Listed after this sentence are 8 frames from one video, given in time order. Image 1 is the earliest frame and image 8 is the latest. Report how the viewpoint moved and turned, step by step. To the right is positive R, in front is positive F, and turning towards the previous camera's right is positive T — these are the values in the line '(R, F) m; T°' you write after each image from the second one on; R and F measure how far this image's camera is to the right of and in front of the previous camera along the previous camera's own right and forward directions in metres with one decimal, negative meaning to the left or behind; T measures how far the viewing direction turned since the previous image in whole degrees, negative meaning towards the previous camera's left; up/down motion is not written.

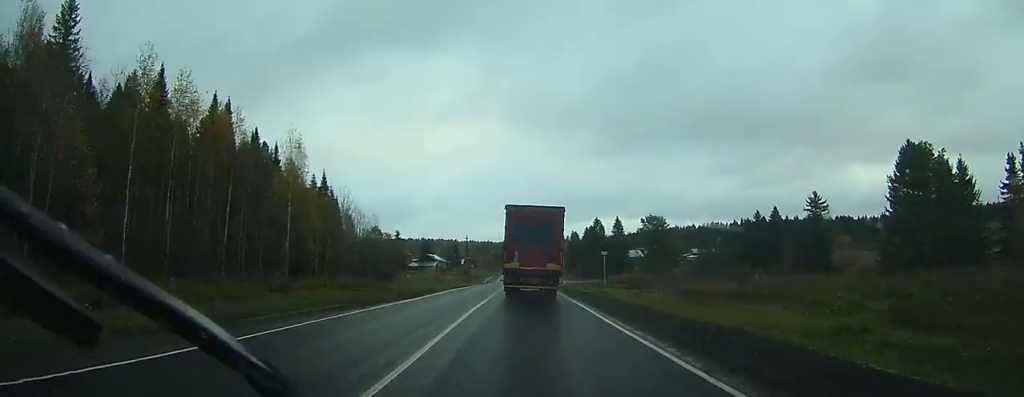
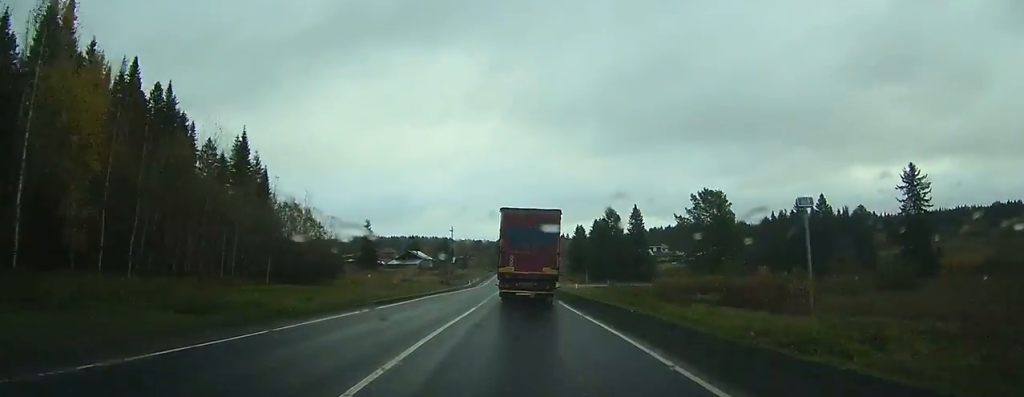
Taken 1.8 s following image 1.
(+0.1, +32.2) m; 0°
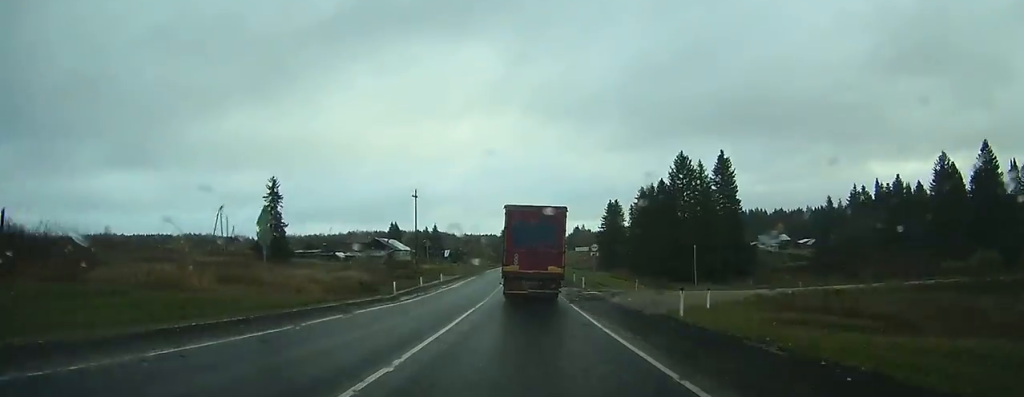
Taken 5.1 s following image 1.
(+0.2, +59.6) m; -1°
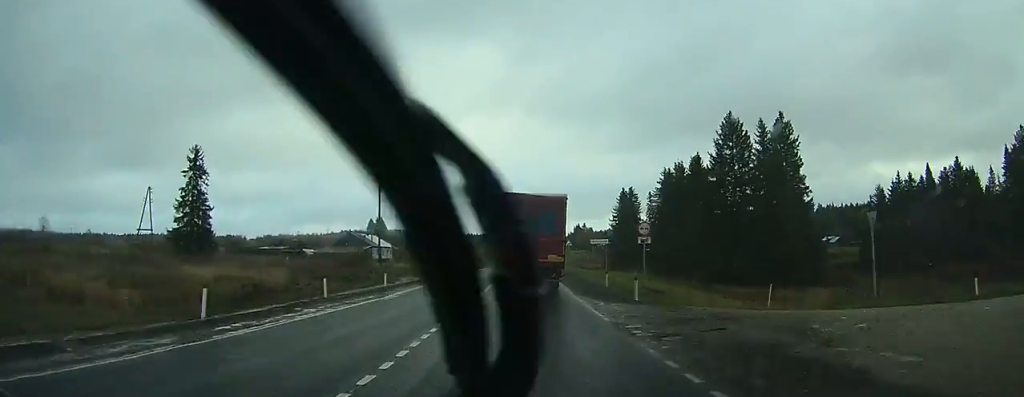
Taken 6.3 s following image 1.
(-0.2, +21.3) m; 0°
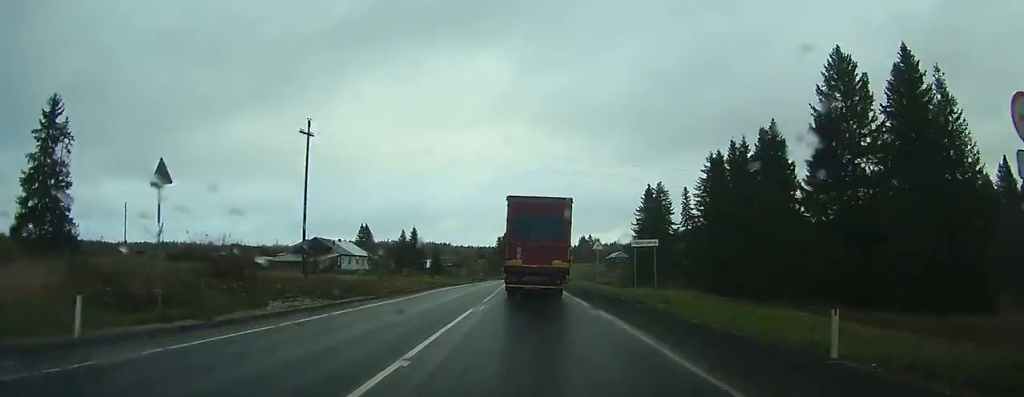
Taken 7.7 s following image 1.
(-0.1, +23.5) m; 0°
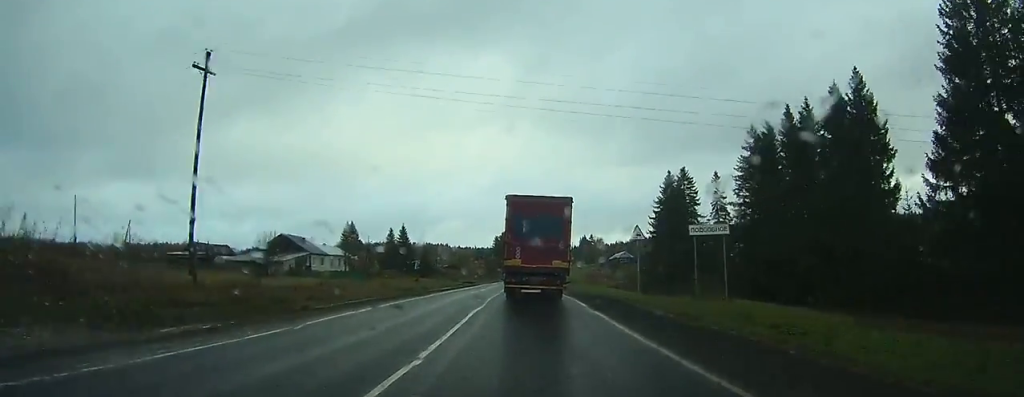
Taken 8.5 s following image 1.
(0.0, +15.2) m; 0°
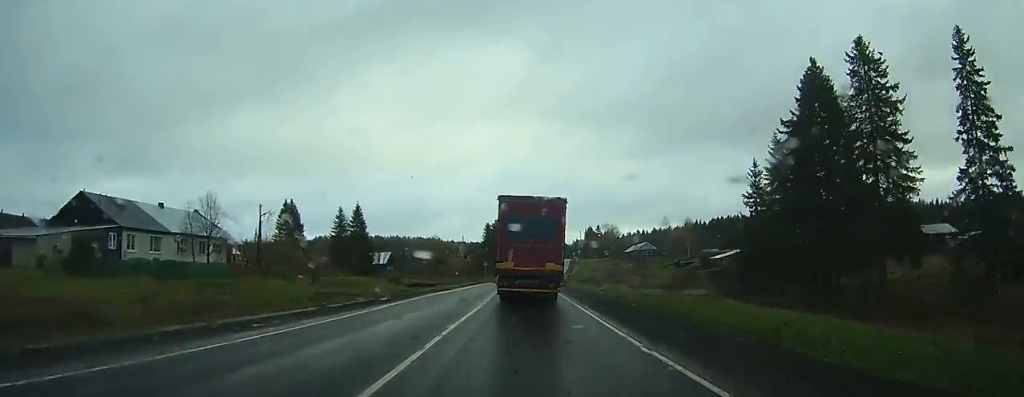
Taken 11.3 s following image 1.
(0.0, +47.1) m; 0°
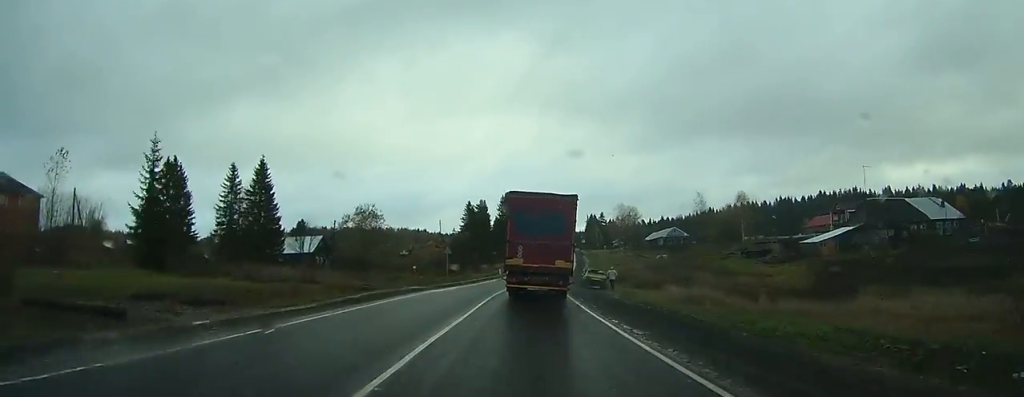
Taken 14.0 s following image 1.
(+0.1, +46.1) m; +1°
